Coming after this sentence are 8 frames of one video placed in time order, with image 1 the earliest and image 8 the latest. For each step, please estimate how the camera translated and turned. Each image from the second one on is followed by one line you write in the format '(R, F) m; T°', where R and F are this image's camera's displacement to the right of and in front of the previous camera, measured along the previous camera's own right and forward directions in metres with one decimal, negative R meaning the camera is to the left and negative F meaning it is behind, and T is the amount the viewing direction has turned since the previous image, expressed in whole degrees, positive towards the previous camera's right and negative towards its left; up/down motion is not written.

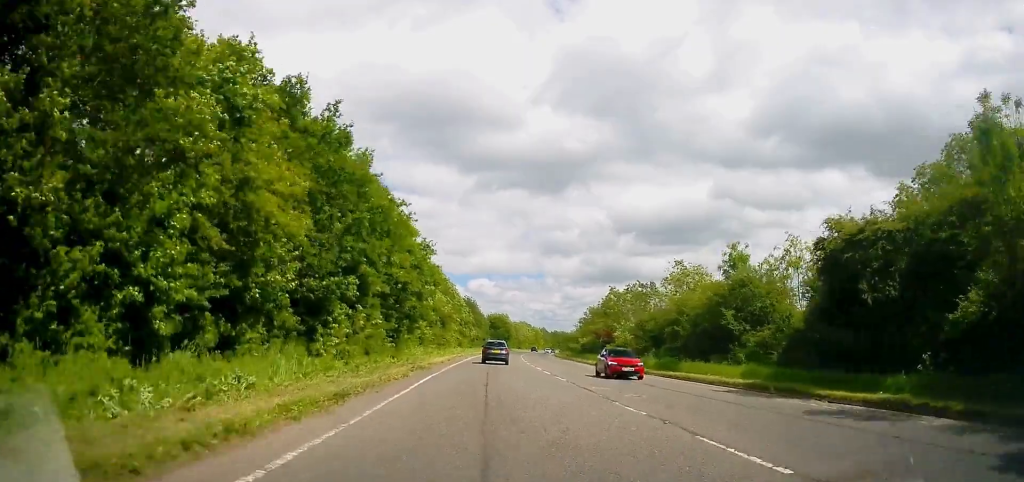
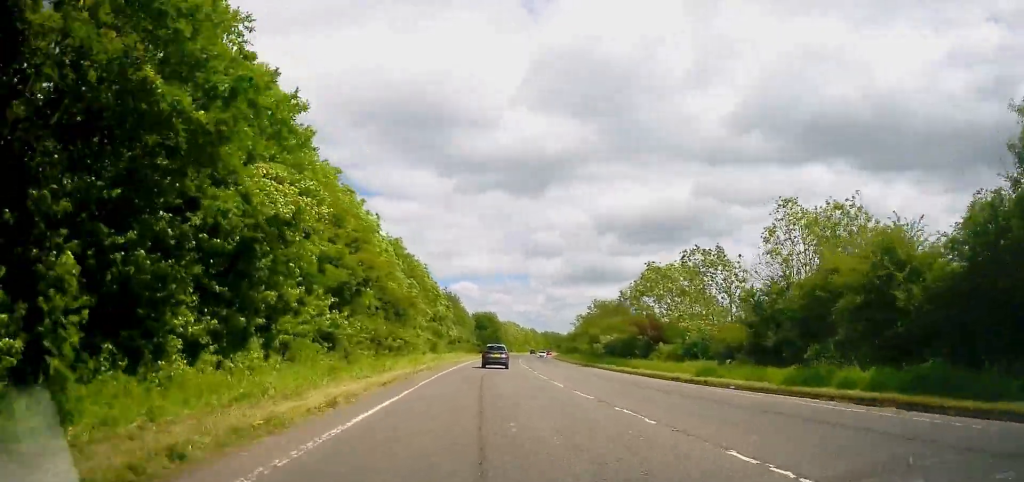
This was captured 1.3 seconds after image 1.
(0.0, +24.8) m; 0°
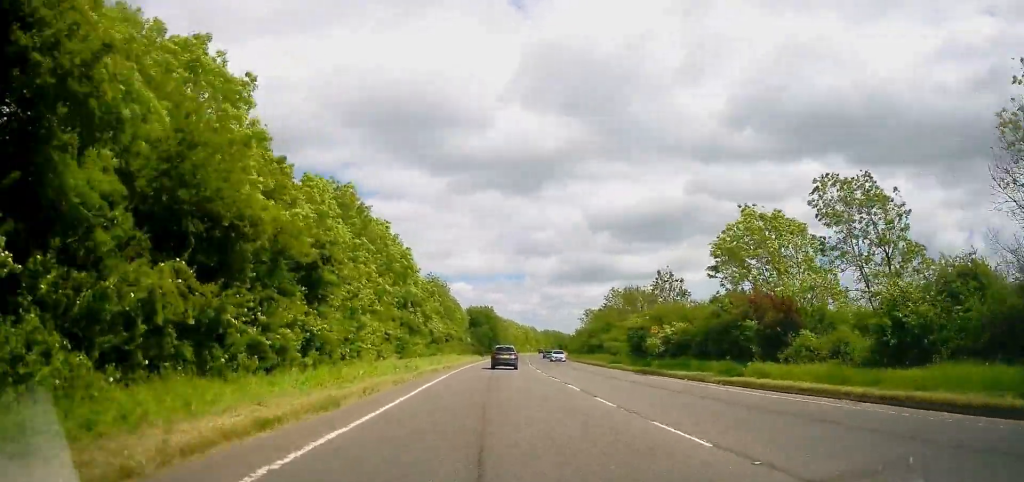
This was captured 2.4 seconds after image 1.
(0.0, +21.1) m; +1°
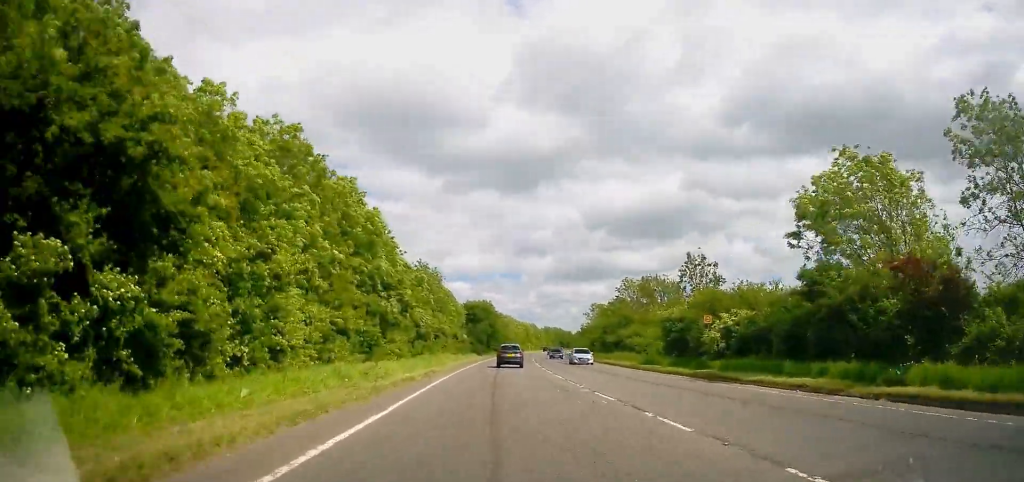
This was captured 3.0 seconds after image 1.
(0.0, +10.8) m; +2°
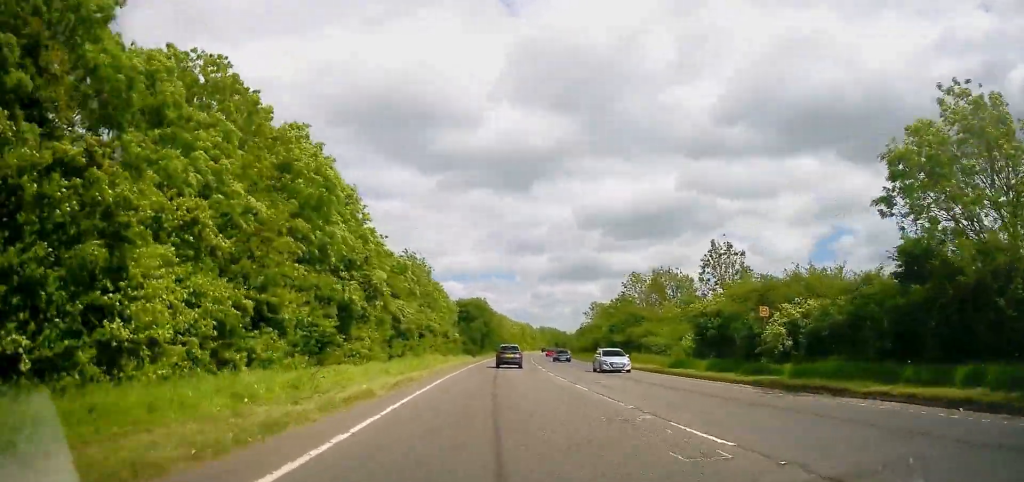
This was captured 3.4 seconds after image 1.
(+0.1, +8.2) m; +1°
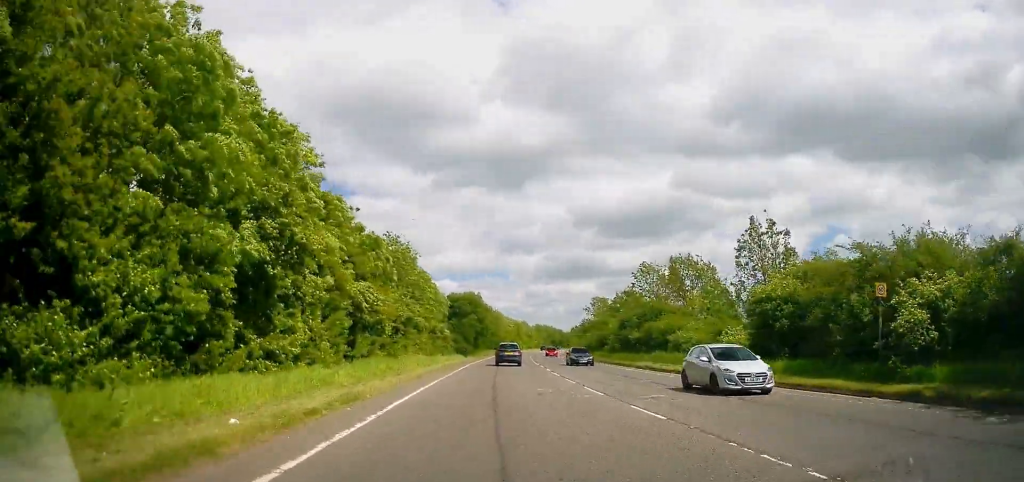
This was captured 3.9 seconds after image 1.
(+0.3, +8.8) m; +1°
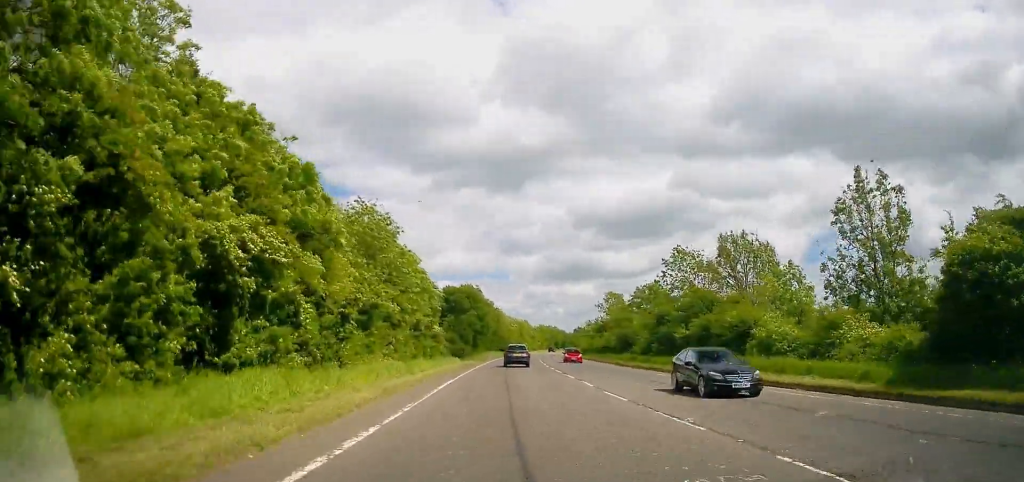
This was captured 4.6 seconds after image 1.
(+0.2, +13.3) m; +1°
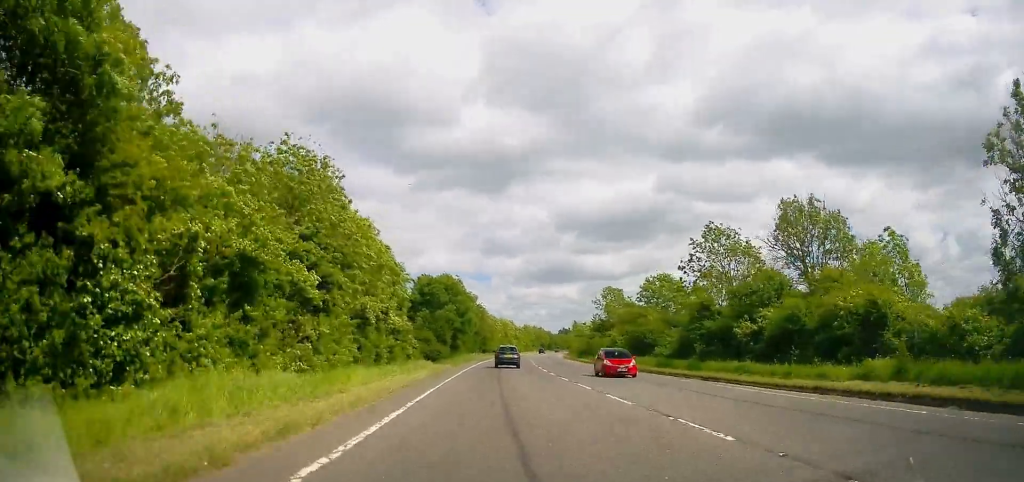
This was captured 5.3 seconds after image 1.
(0.0, +13.3) m; 0°
